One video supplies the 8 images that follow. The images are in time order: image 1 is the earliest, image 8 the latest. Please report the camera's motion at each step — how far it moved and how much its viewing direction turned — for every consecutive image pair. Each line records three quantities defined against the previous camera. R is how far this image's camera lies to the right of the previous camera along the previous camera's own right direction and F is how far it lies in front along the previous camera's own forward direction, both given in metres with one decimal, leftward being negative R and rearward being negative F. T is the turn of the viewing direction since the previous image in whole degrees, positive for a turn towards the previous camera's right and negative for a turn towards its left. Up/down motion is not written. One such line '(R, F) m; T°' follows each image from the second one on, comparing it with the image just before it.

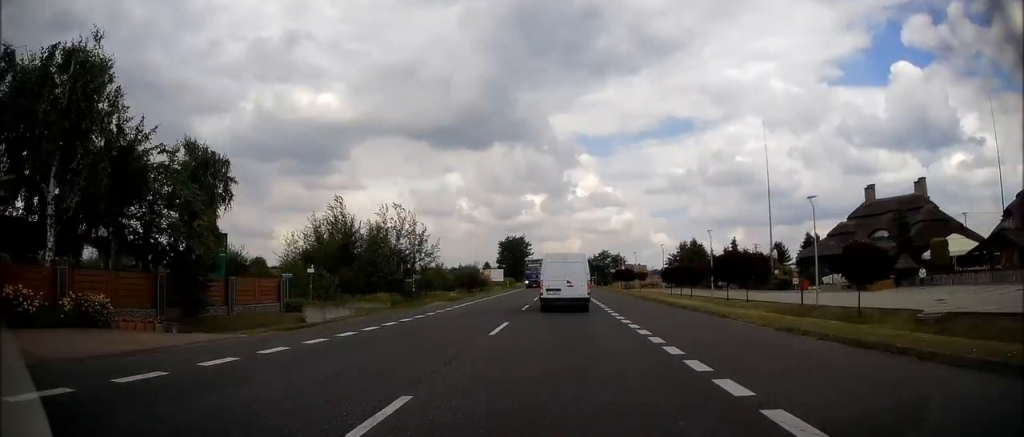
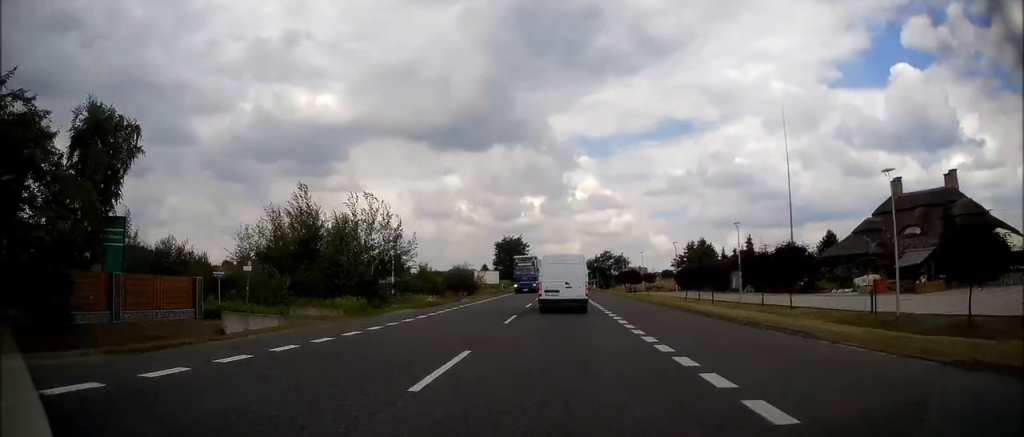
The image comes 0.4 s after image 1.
(+0.1, +7.4) m; +1°
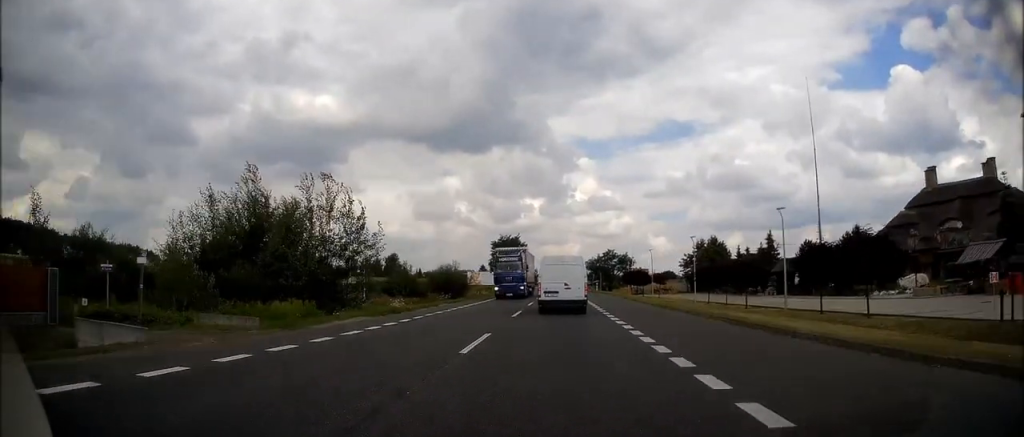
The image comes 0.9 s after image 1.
(0.0, +7.5) m; 0°
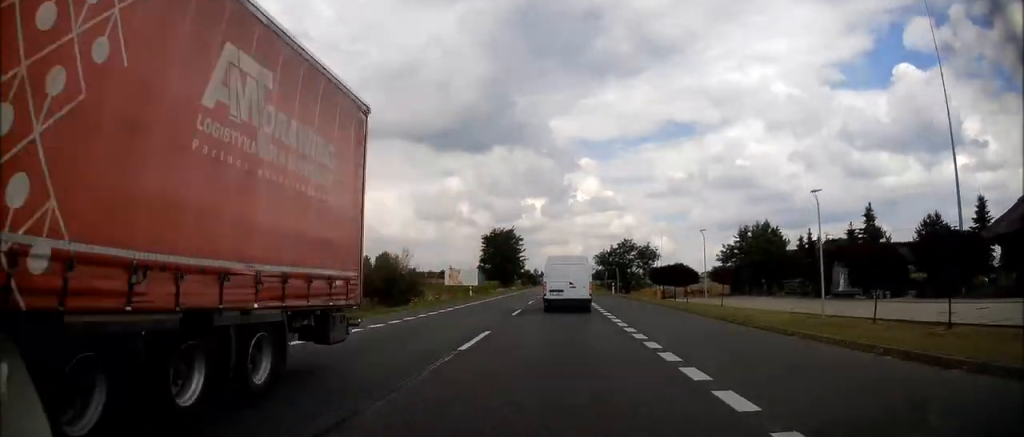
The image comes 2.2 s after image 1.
(0.0, +23.6) m; 0°
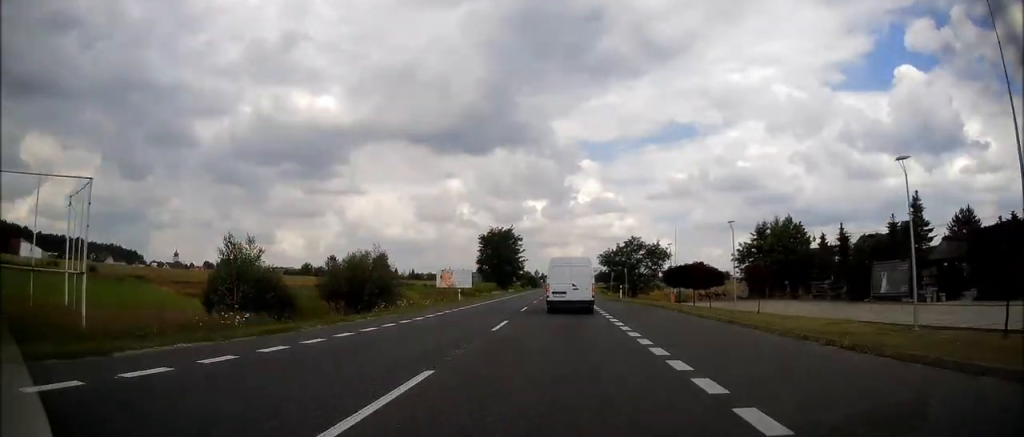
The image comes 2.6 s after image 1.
(0.0, +6.9) m; 0°
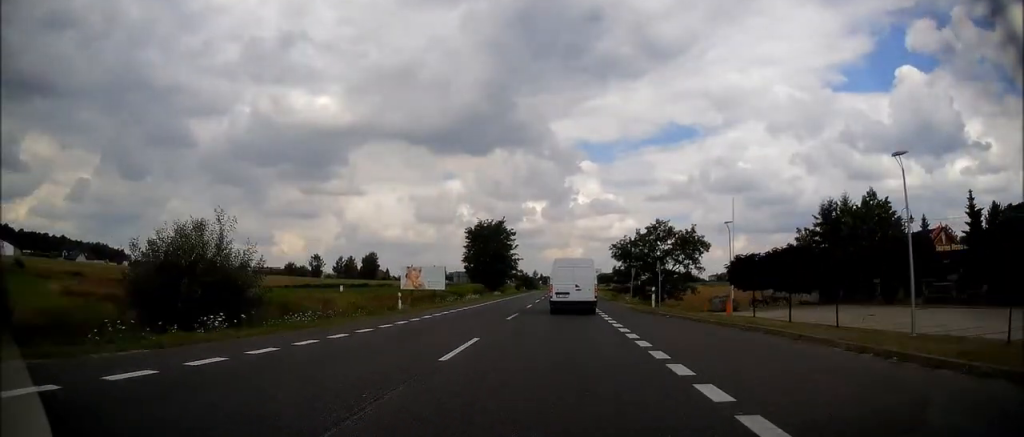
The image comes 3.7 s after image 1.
(-0.1, +18.6) m; -1°
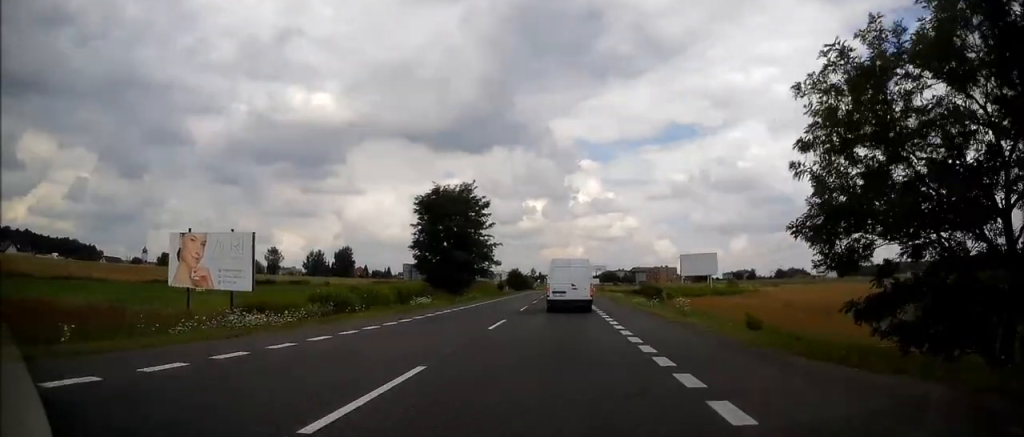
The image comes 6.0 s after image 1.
(+0.1, +41.2) m; +2°
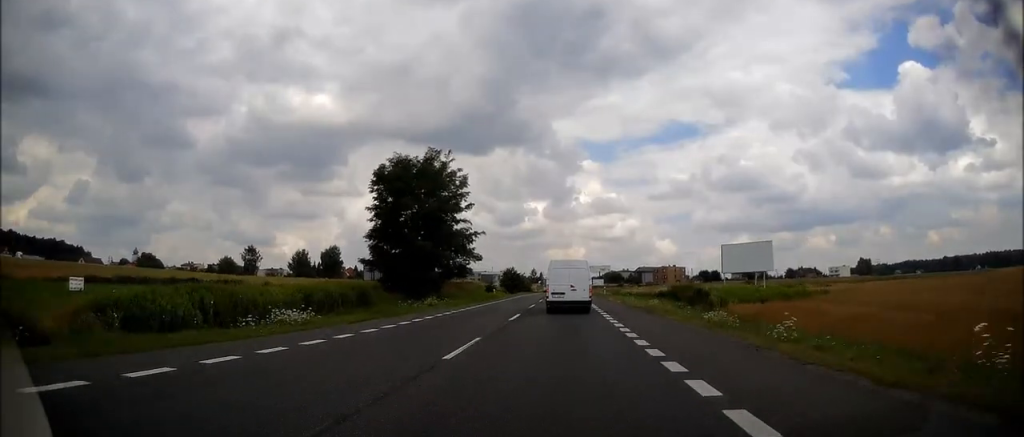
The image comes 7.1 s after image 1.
(+0.2, +18.6) m; 0°
